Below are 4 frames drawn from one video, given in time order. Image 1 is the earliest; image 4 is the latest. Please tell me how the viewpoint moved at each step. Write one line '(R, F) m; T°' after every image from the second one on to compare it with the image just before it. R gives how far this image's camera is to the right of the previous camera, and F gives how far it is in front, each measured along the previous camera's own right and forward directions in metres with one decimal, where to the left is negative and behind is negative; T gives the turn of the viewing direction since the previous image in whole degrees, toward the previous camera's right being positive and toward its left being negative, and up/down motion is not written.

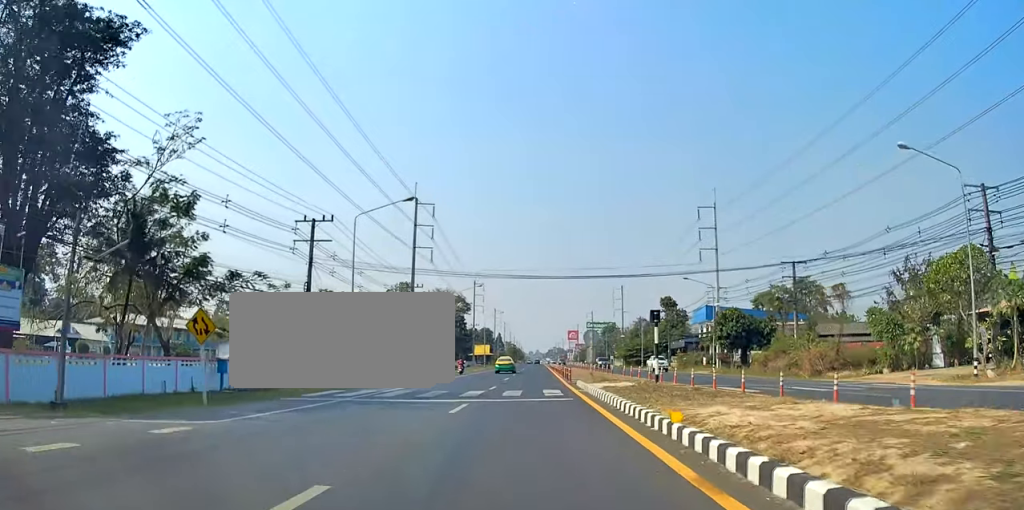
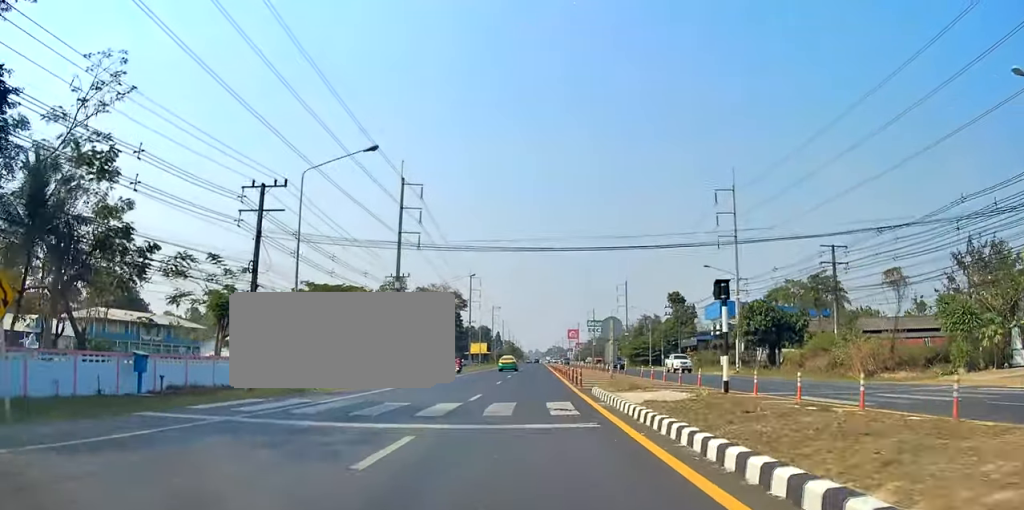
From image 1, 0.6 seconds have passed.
(0.0, +8.1) m; 0°
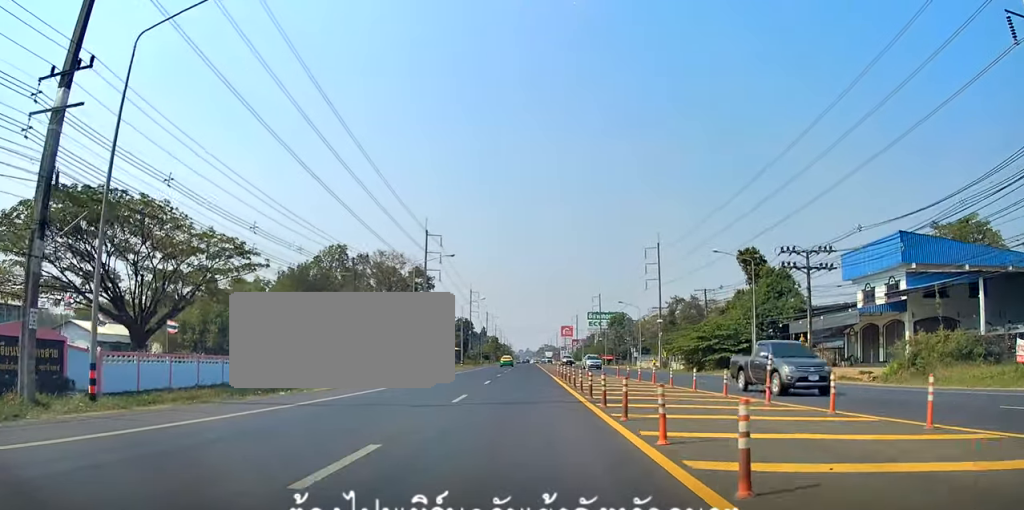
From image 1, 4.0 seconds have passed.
(+0.3, +47.5) m; +2°
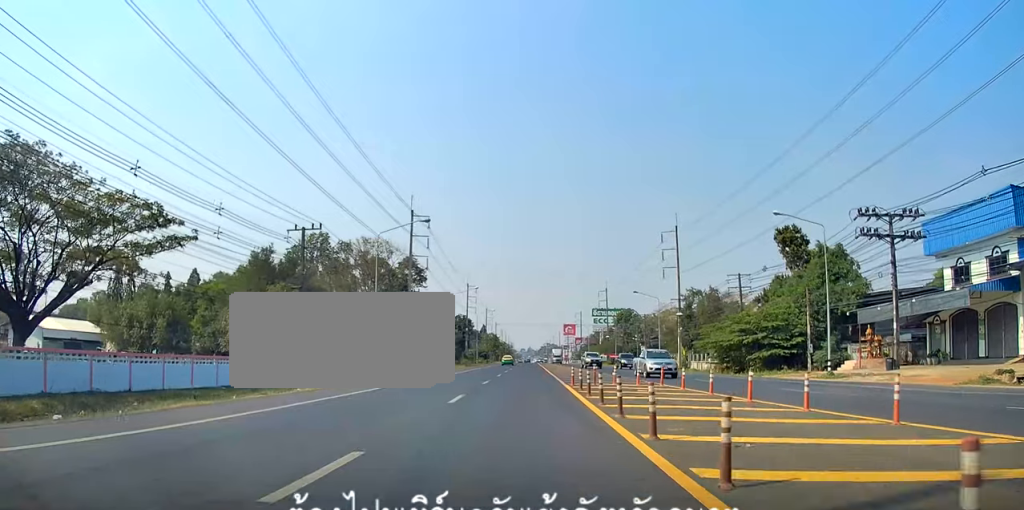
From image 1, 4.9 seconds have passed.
(-0.2, +12.6) m; -1°
